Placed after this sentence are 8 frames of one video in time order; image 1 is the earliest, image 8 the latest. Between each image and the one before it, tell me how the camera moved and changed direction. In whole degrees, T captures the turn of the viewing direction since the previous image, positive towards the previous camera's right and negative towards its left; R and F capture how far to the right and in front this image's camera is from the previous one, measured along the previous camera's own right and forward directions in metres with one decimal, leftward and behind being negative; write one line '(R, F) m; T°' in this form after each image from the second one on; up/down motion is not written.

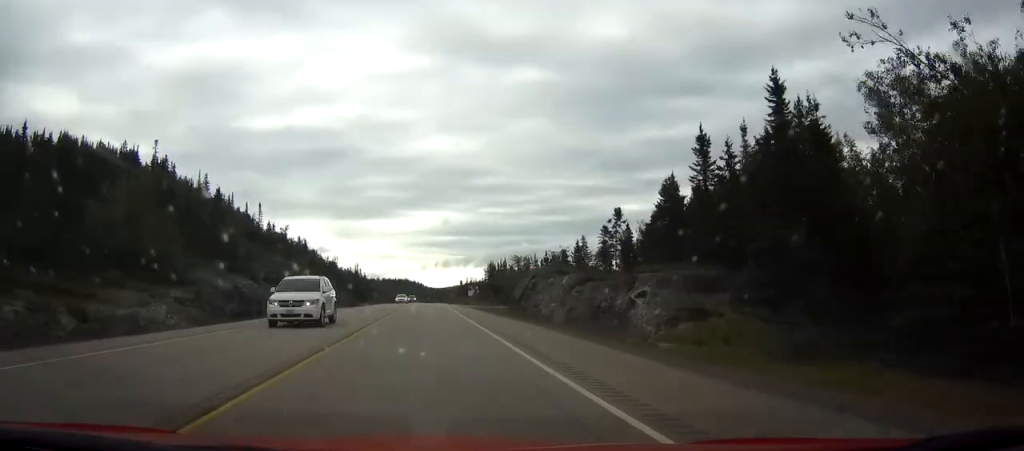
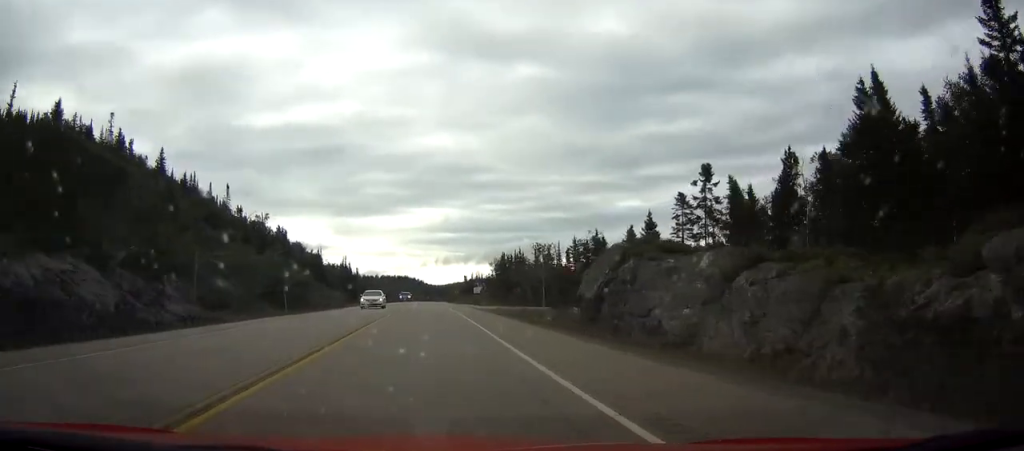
(-0.2, +27.9) m; 0°
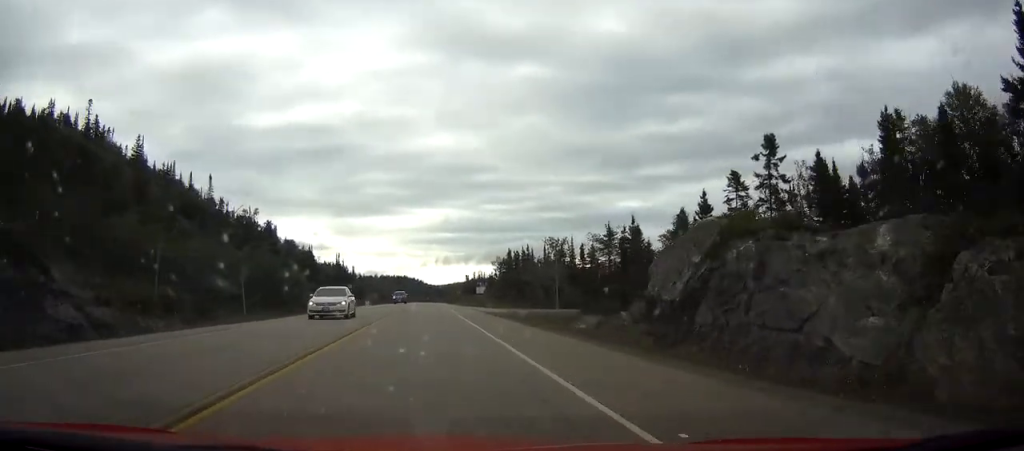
(0.0, +11.7) m; 0°
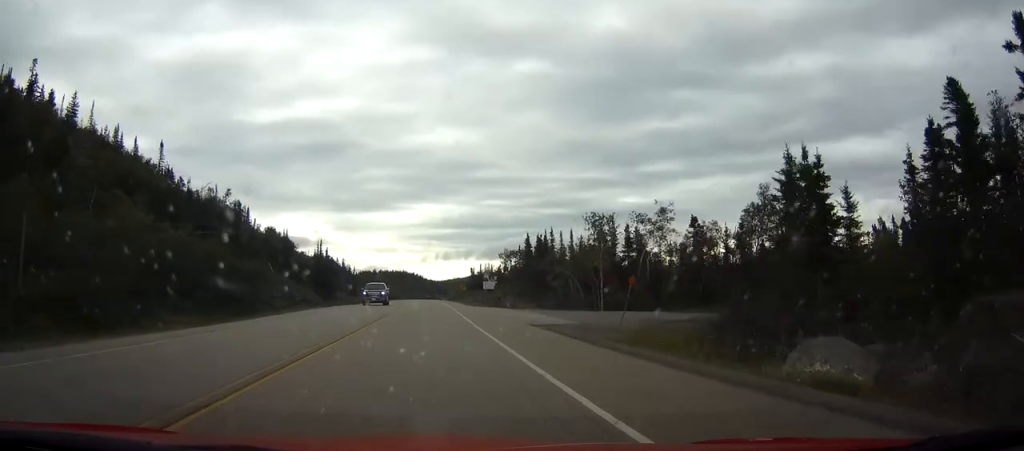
(+0.1, +25.5) m; 0°
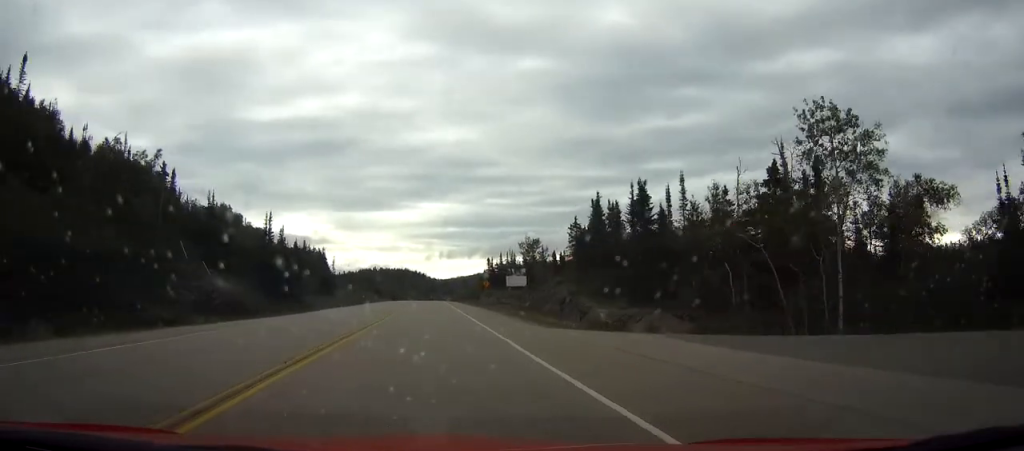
(-0.2, +43.3) m; +5°
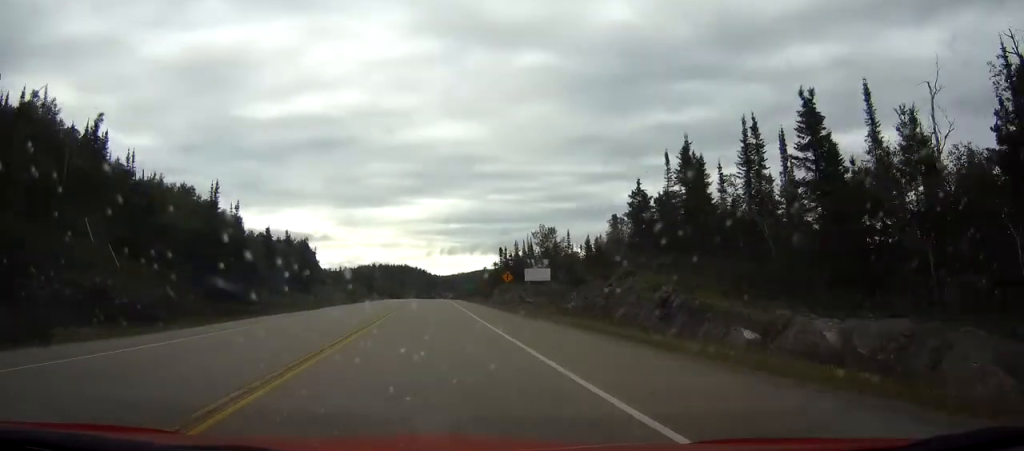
(+1.1, +22.2) m; +7°
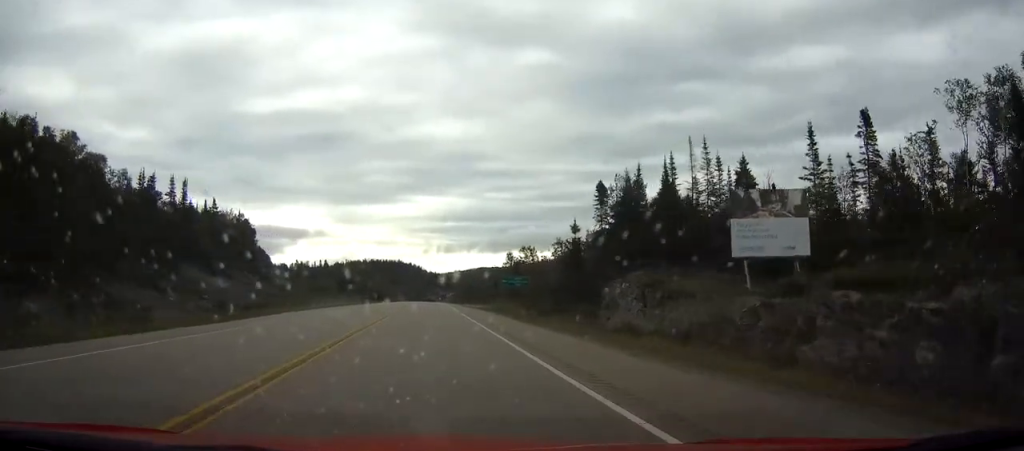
(+6.7, +66.2) m; +6°
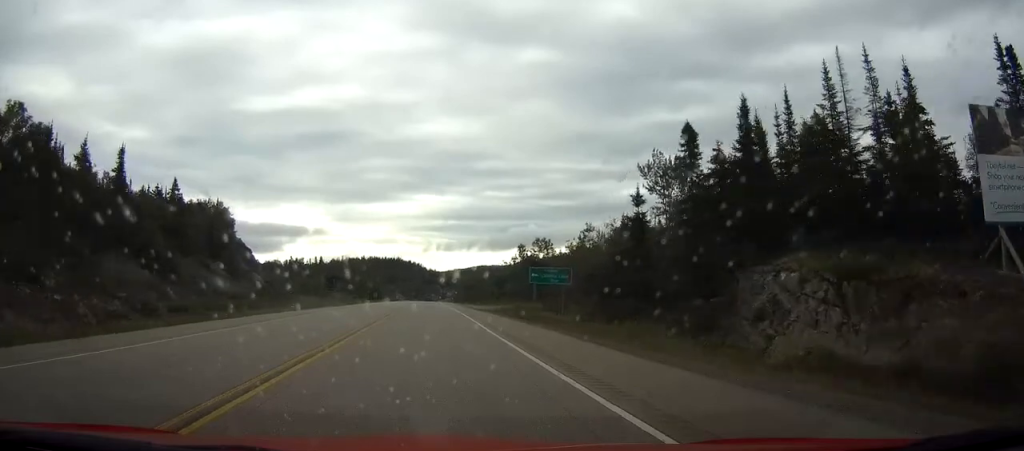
(0.0, +15.2) m; 0°
